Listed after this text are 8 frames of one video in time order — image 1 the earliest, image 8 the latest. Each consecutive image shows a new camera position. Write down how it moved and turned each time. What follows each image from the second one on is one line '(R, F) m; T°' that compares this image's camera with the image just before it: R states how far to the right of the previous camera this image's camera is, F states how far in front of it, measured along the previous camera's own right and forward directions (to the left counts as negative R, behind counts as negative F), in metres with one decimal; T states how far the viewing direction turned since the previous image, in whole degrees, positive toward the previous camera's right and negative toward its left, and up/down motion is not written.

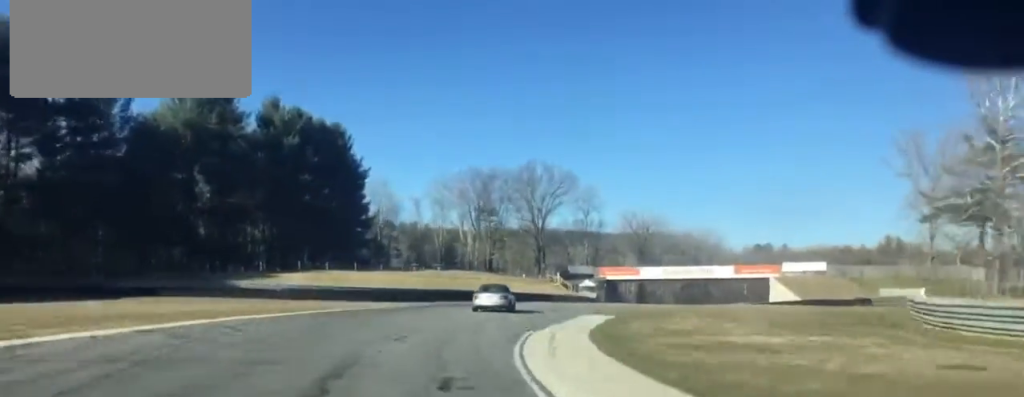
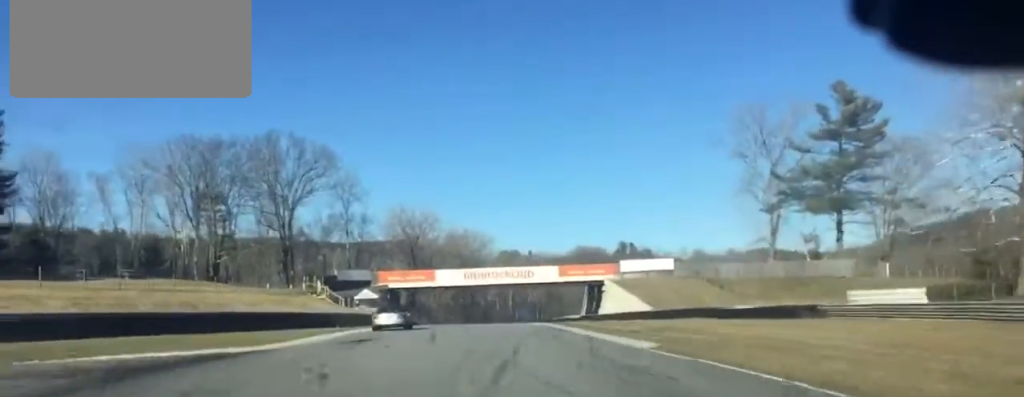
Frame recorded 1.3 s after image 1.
(+7.9, +40.7) m; +16°
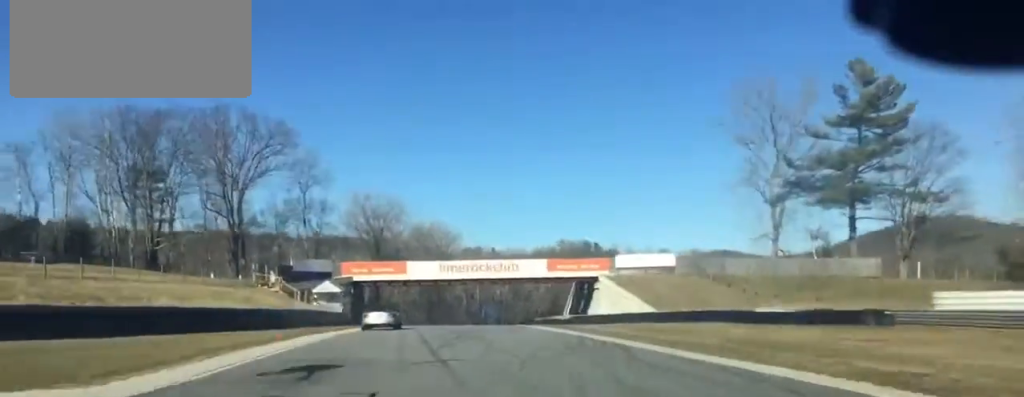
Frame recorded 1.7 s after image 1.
(+0.9, +13.3) m; +2°
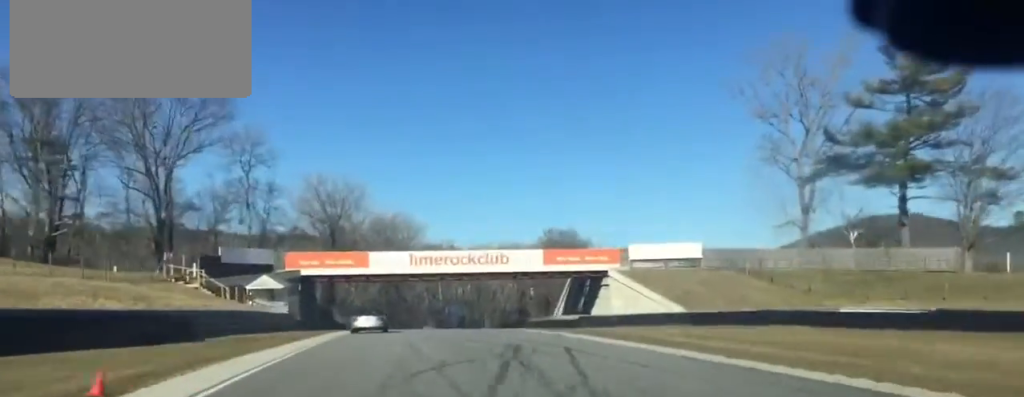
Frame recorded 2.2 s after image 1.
(+0.6, +18.0) m; +2°
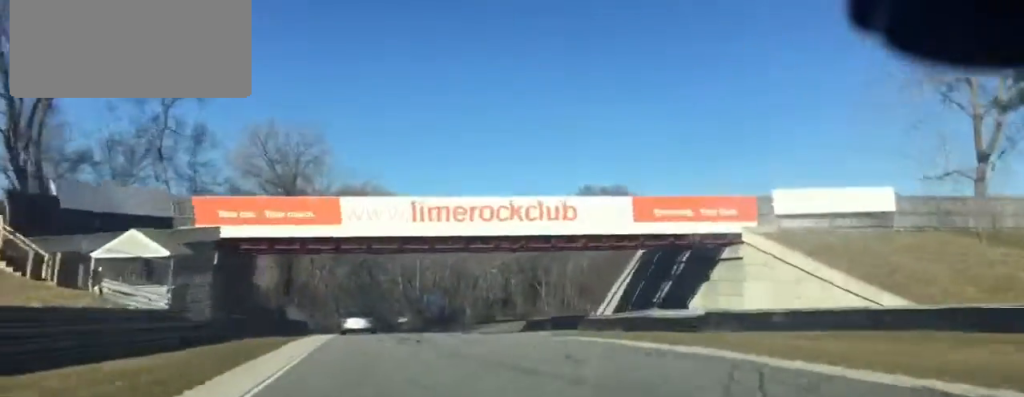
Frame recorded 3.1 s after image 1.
(0.0, +30.3) m; +1°
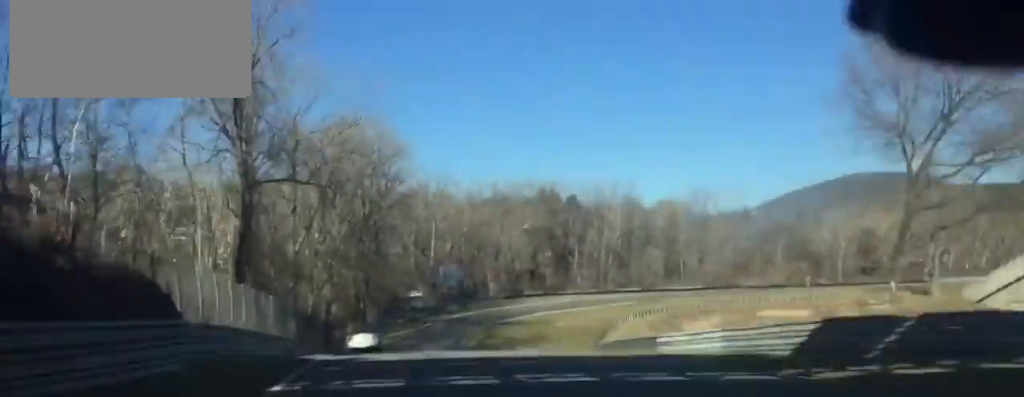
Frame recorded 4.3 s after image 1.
(+0.9, +42.7) m; +1°
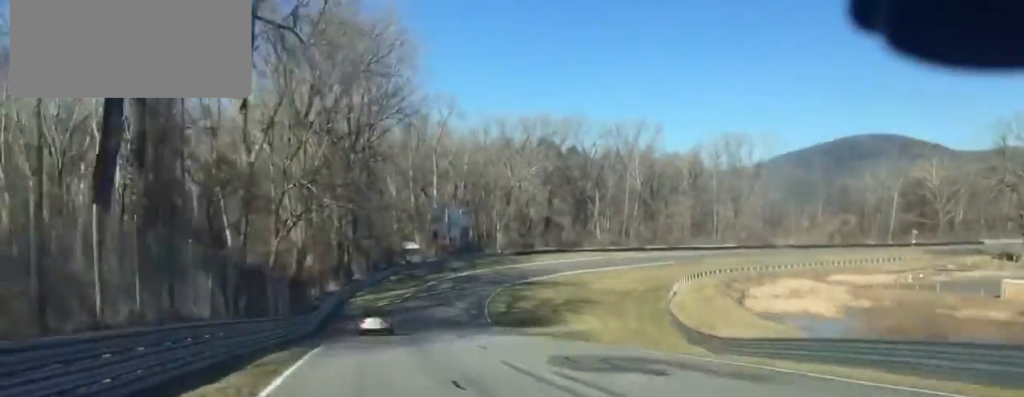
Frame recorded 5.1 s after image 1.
(-0.3, +29.7) m; +1°
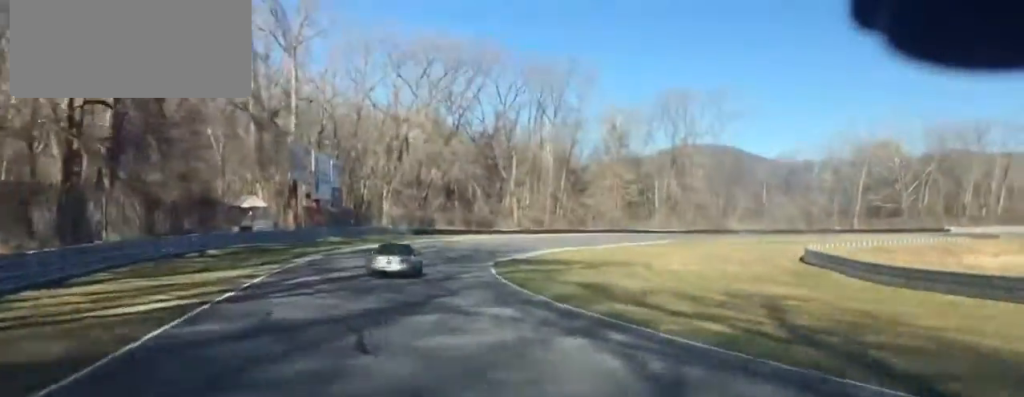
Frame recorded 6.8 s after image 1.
(+5.3, +61.4) m; +13°
